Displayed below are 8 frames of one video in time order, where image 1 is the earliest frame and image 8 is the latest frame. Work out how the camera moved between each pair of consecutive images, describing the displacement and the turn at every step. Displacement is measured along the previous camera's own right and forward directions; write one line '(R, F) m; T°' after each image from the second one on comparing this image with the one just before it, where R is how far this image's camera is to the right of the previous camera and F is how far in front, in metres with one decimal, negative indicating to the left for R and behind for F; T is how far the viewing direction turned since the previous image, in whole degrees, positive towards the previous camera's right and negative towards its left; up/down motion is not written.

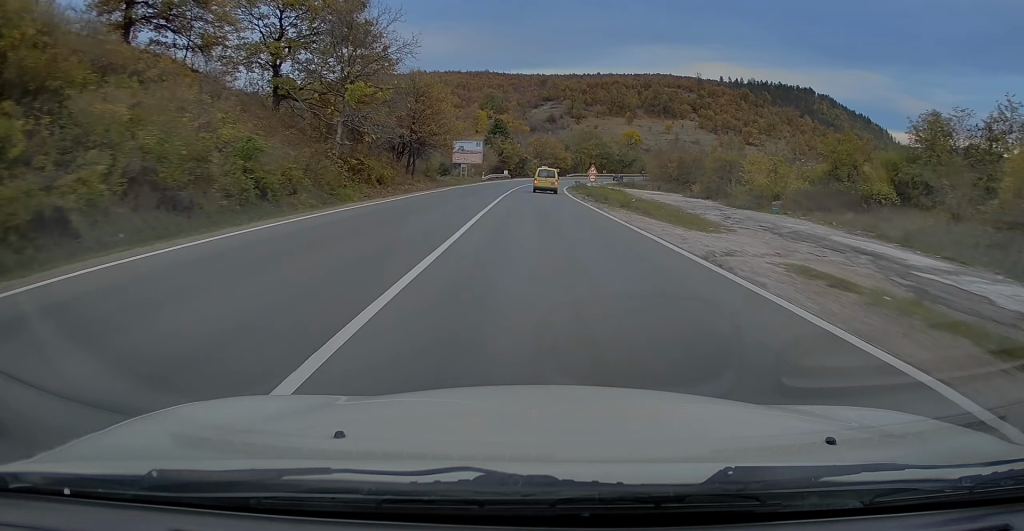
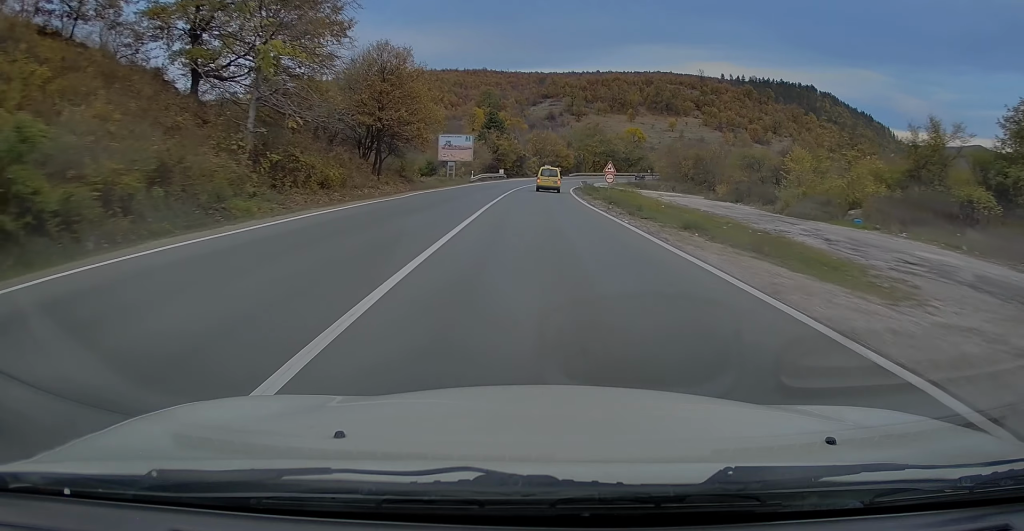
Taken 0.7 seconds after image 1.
(-0.1, +12.5) m; -1°
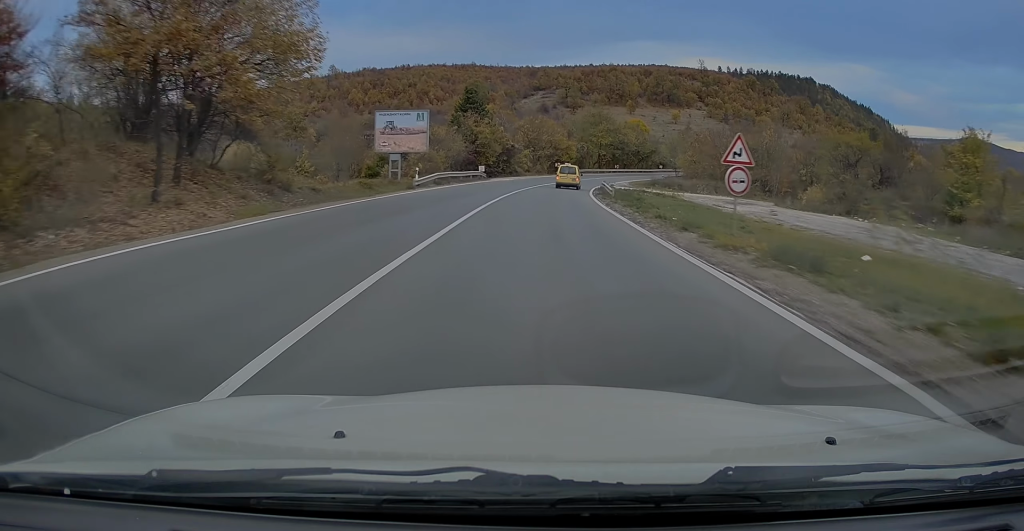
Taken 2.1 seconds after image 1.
(-0.2, +27.3) m; +1°
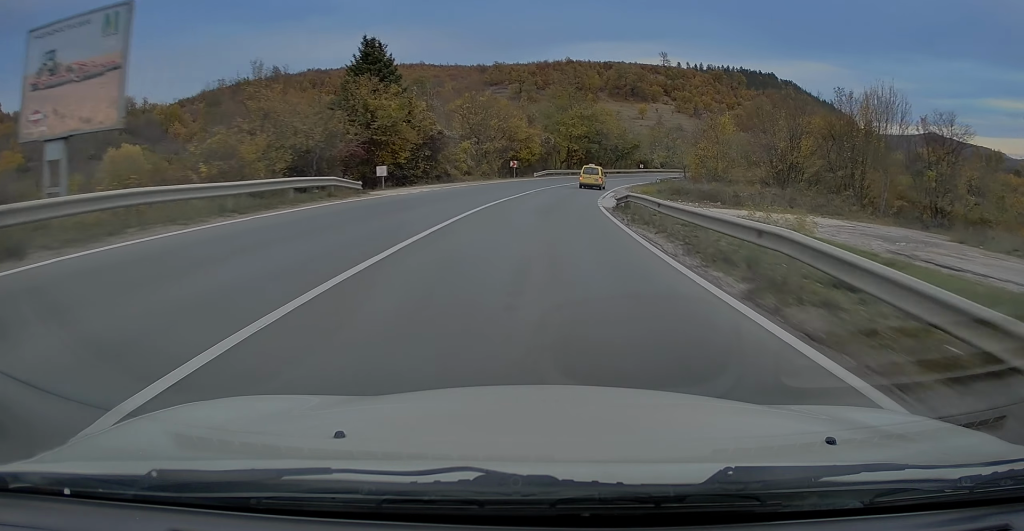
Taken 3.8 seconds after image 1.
(+0.9, +32.1) m; +3°
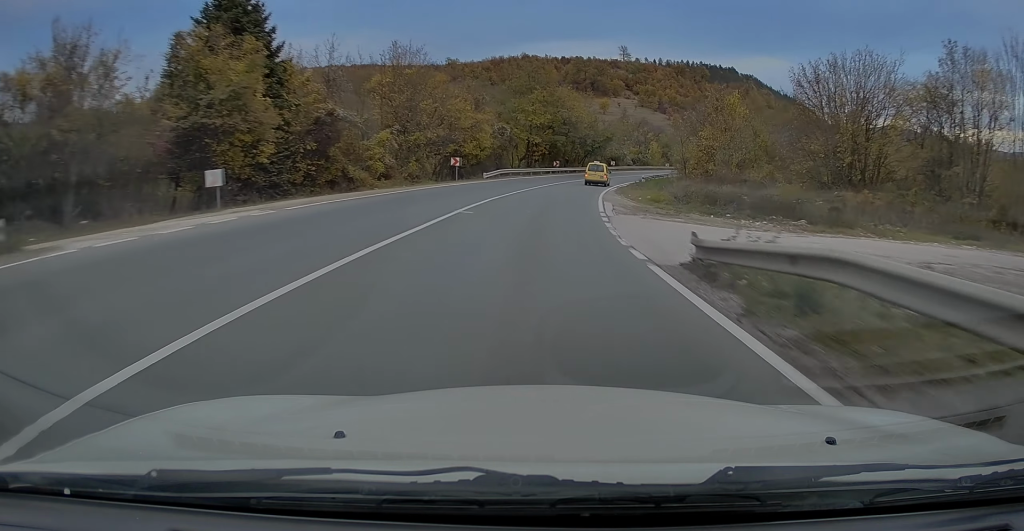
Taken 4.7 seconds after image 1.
(+0.5, +18.4) m; +4°
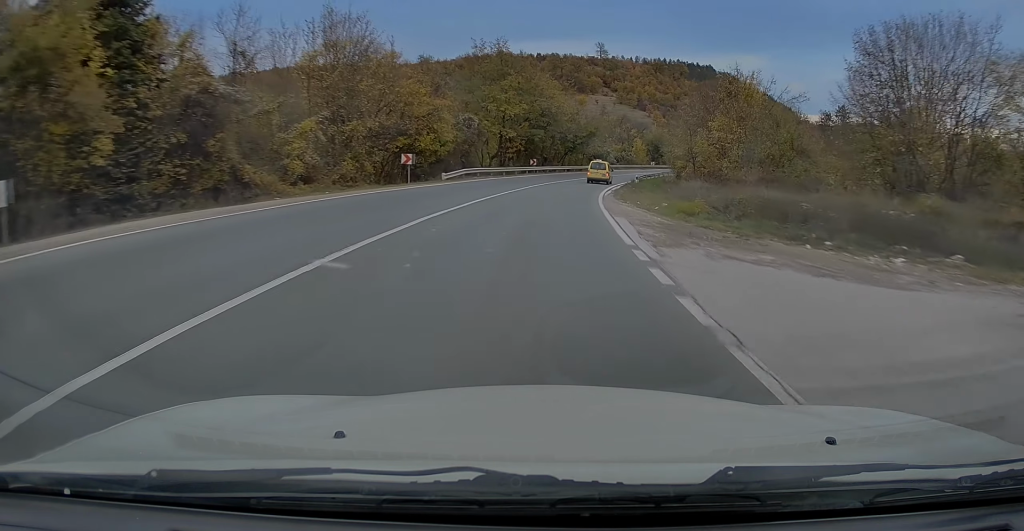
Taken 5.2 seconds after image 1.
(+0.2, +10.6) m; +3°
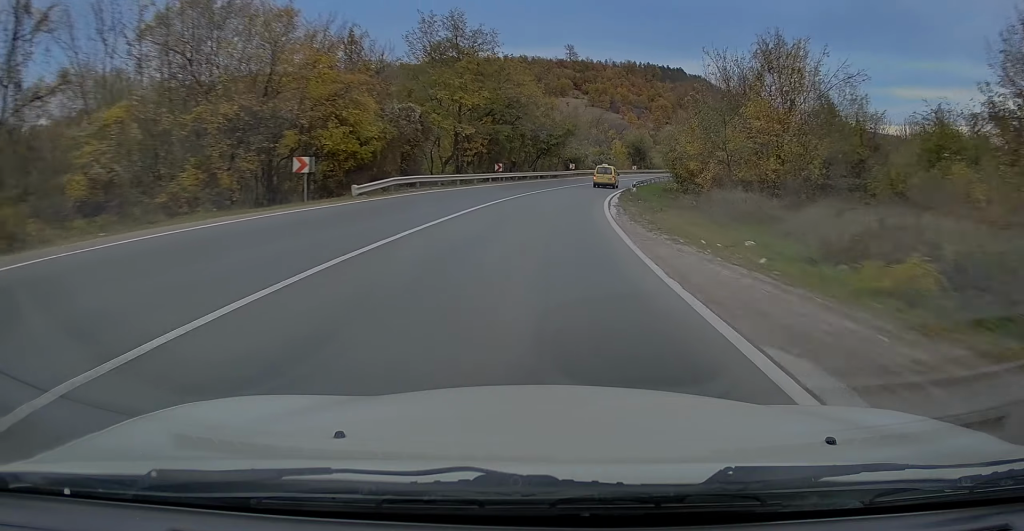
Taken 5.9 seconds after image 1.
(+0.4, +14.0) m; +3°
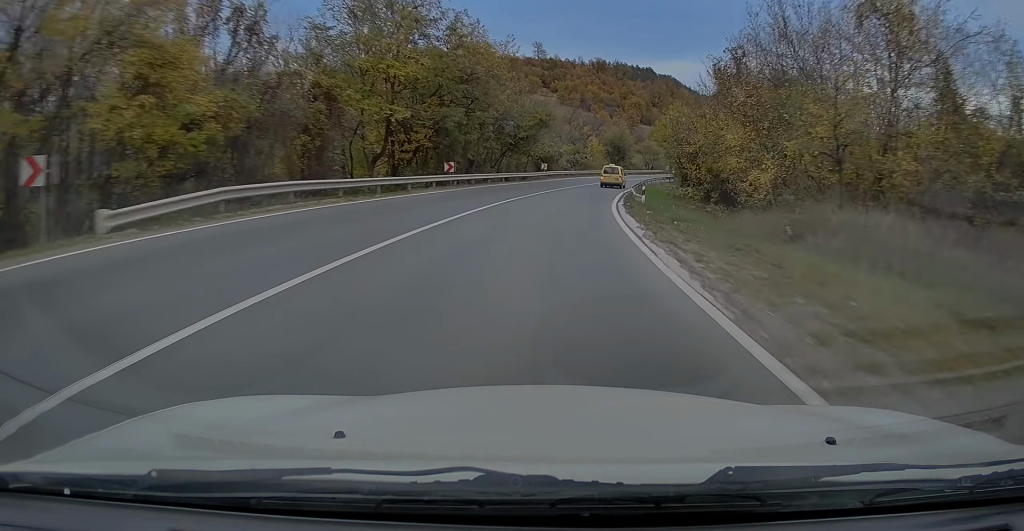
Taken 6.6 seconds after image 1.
(+0.4, +14.1) m; +4°
